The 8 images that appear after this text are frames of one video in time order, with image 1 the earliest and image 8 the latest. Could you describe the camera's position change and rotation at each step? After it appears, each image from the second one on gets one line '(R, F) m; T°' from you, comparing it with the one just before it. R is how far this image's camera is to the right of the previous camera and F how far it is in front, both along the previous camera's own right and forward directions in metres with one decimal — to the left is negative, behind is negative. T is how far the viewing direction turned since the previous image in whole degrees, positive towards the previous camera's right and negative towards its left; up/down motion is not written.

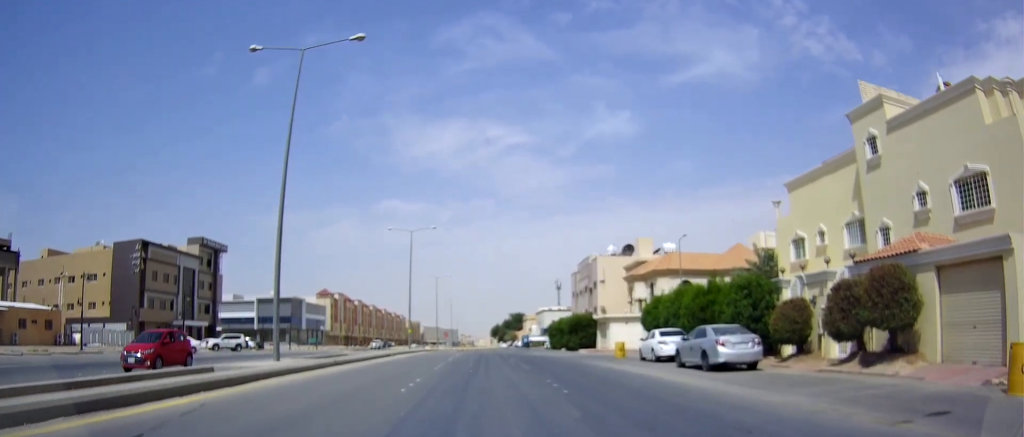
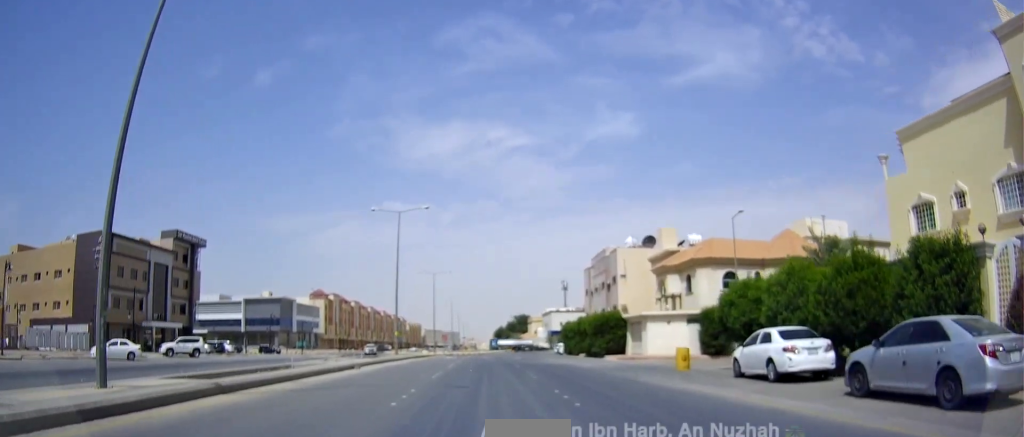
(0.0, +11.2) m; -1°
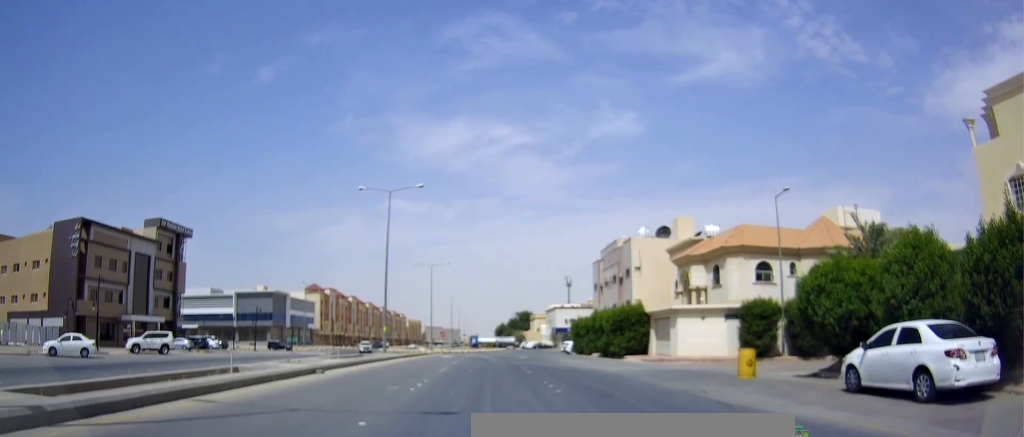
(-0.2, +6.3) m; 0°
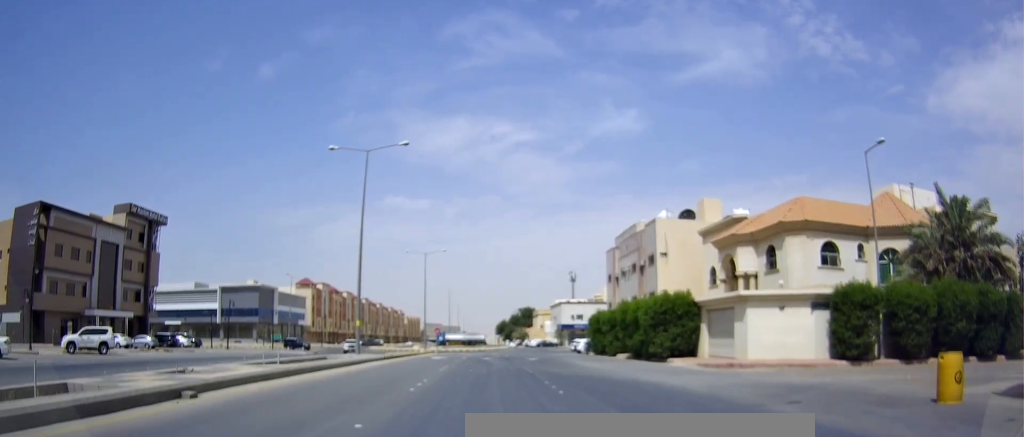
(+0.4, +9.8) m; +1°
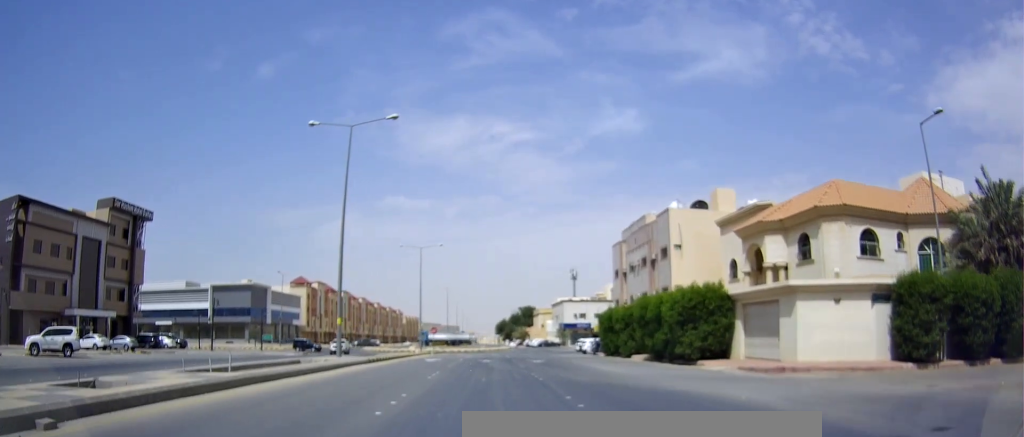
(-0.1, +4.6) m; 0°
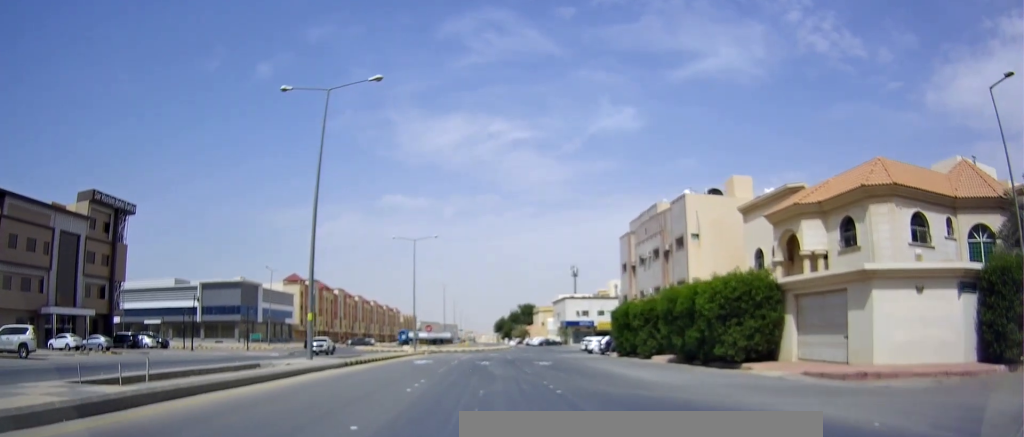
(0.0, +5.0) m; 0°
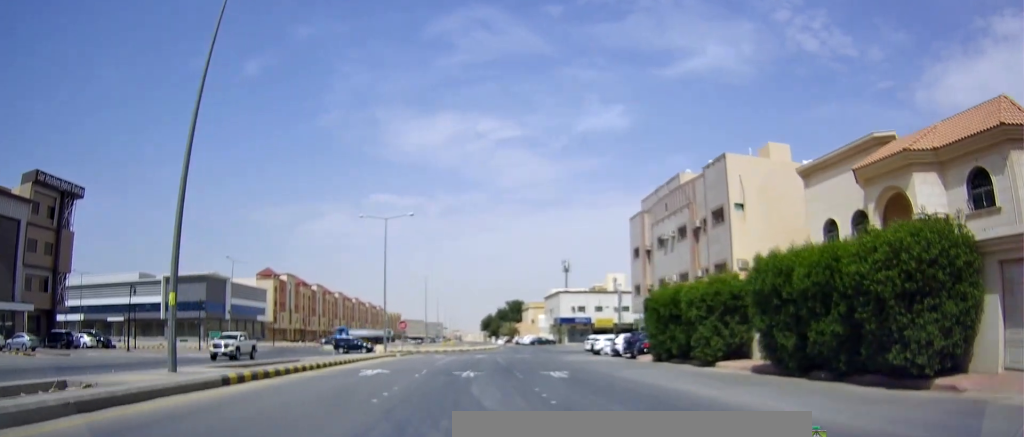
(+0.1, +11.2) m; 0°
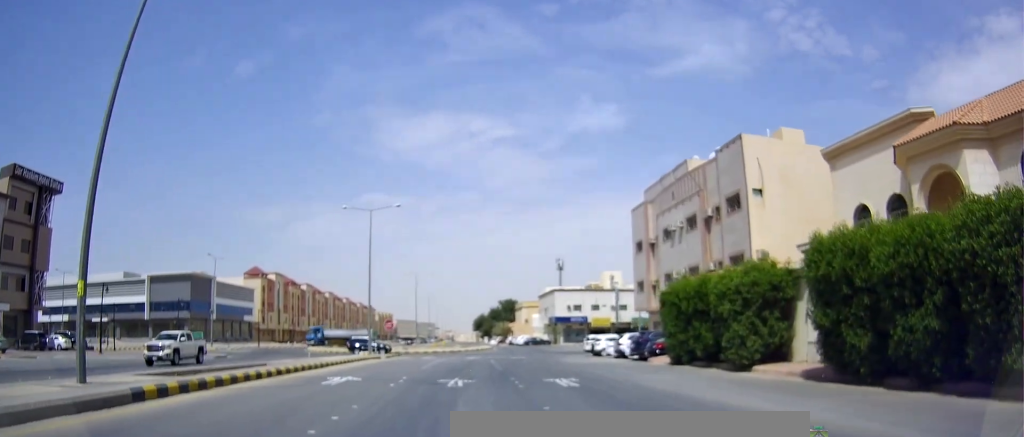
(-0.1, +3.8) m; 0°
